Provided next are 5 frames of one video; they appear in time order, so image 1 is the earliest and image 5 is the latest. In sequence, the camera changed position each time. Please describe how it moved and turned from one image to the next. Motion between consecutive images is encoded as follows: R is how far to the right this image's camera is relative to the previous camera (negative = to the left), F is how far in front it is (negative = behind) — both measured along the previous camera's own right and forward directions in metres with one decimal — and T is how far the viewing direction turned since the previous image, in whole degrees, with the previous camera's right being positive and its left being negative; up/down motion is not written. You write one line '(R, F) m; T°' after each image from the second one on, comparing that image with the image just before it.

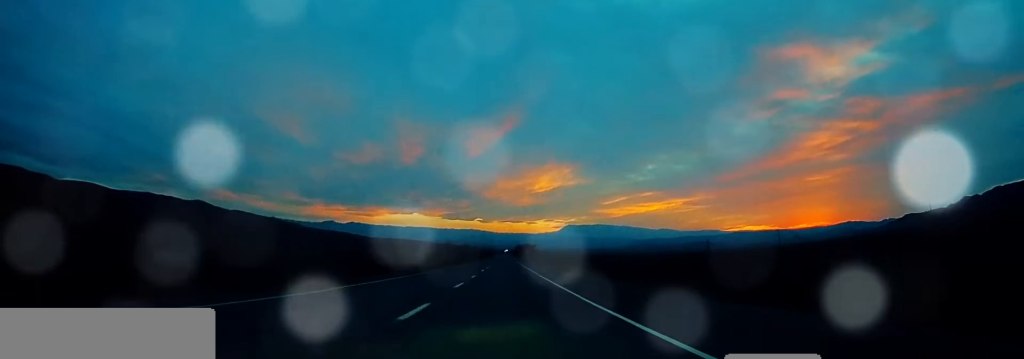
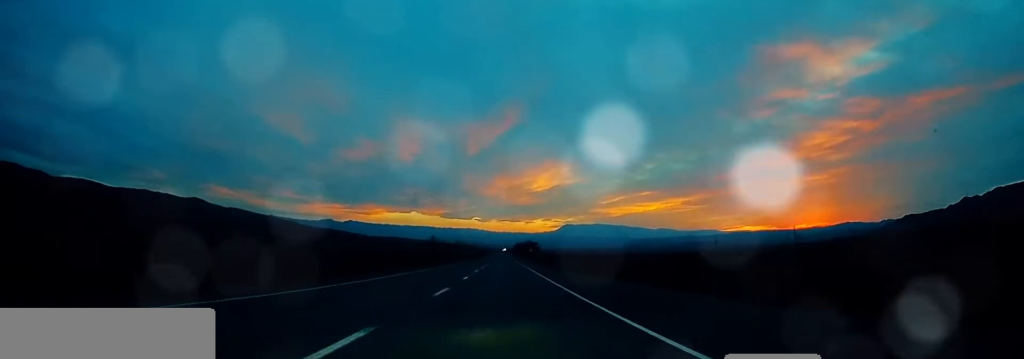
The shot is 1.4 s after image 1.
(0.0, +36.8) m; 0°
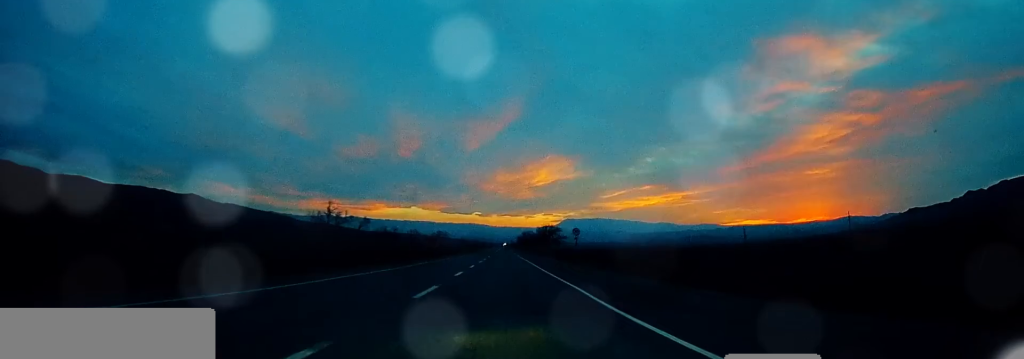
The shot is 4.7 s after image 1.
(0.0, +89.2) m; 0°
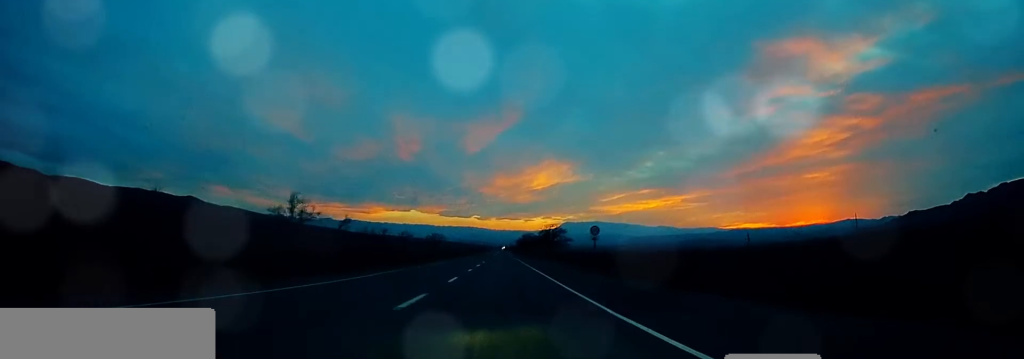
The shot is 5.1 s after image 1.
(0.0, +11.1) m; 0°
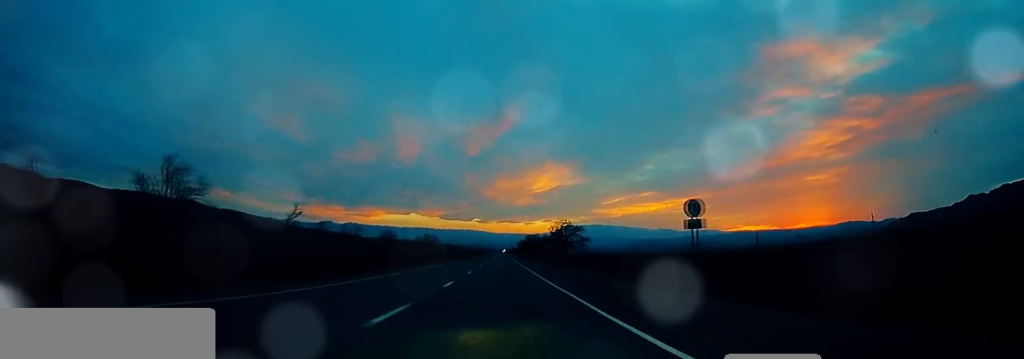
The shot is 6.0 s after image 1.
(0.0, +21.5) m; +1°
